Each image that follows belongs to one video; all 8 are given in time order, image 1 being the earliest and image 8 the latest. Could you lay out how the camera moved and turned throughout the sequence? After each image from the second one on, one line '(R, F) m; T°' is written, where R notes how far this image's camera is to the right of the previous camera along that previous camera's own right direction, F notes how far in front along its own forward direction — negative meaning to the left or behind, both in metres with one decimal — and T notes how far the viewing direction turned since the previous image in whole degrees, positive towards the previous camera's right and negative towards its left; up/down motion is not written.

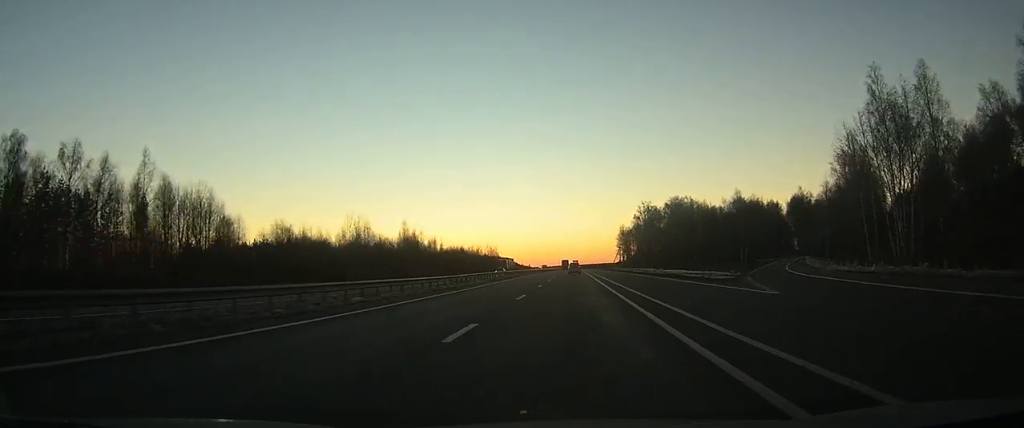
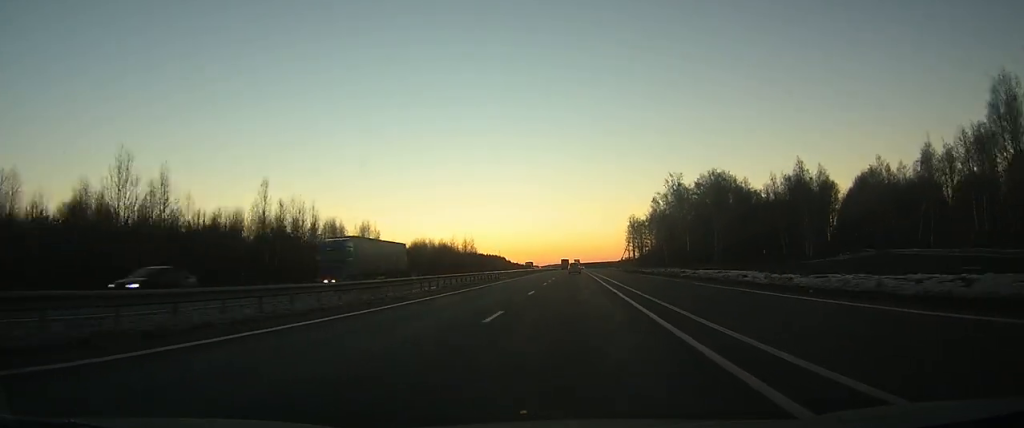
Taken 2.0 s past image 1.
(-0.1, +60.9) m; 0°
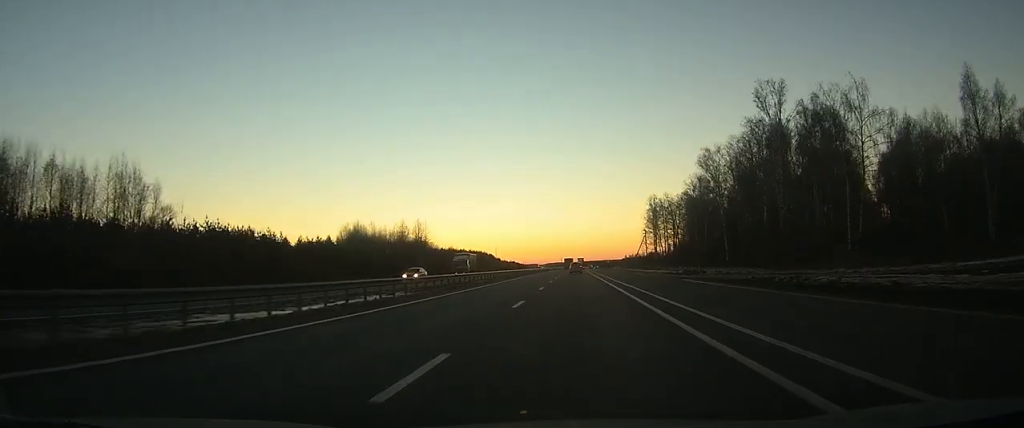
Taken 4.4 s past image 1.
(+0.1, +68.5) m; 0°
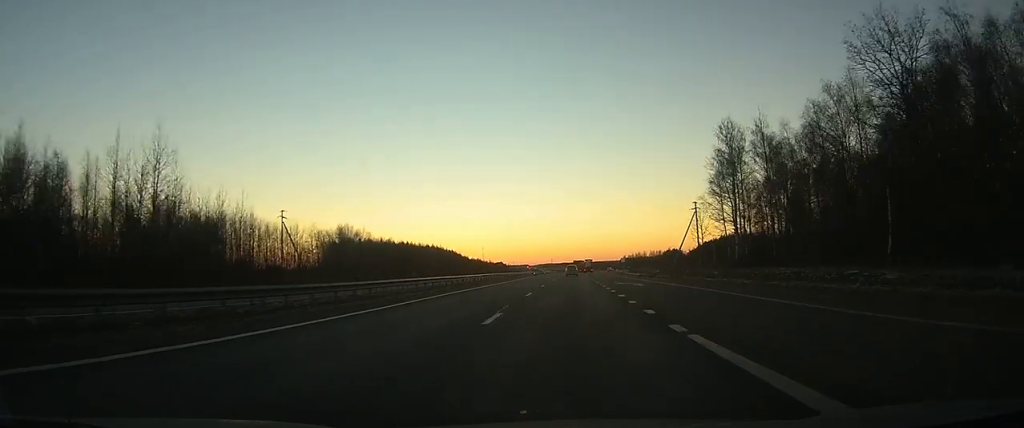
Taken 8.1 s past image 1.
(+0.6, +104.6) m; +1°
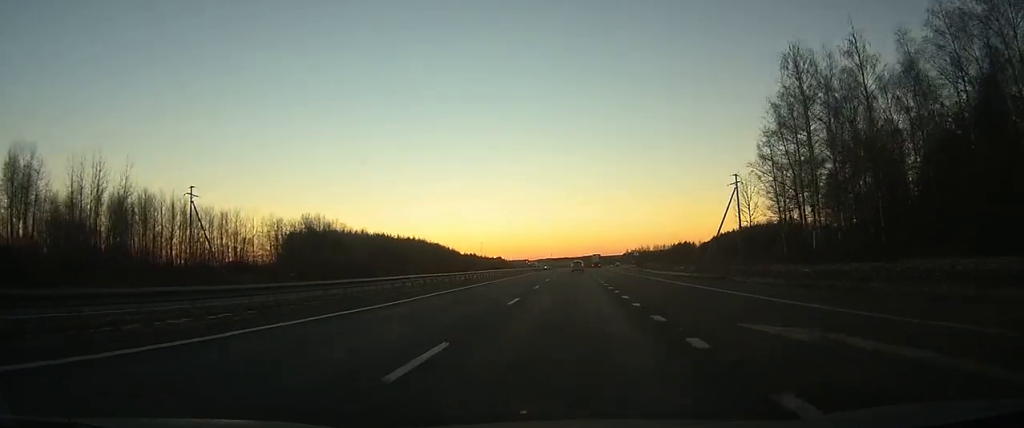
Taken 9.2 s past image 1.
(+0.1, +30.9) m; 0°
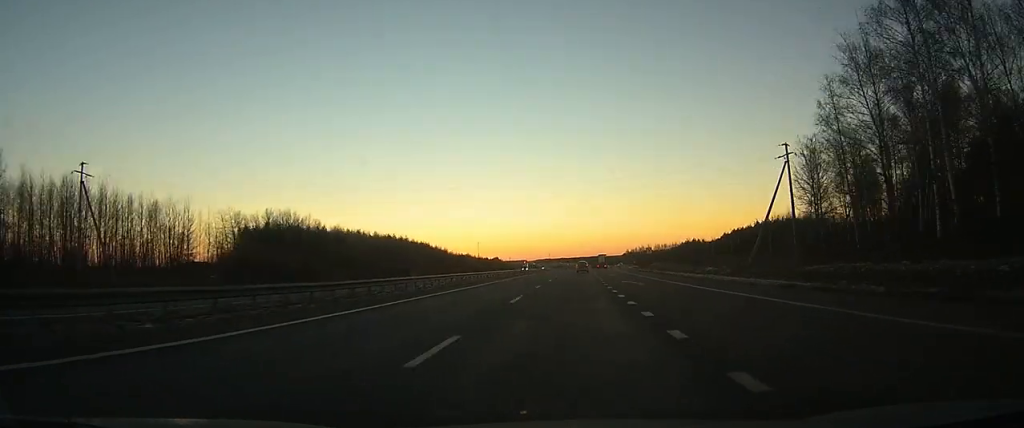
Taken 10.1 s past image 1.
(+0.1, +22.4) m; 0°
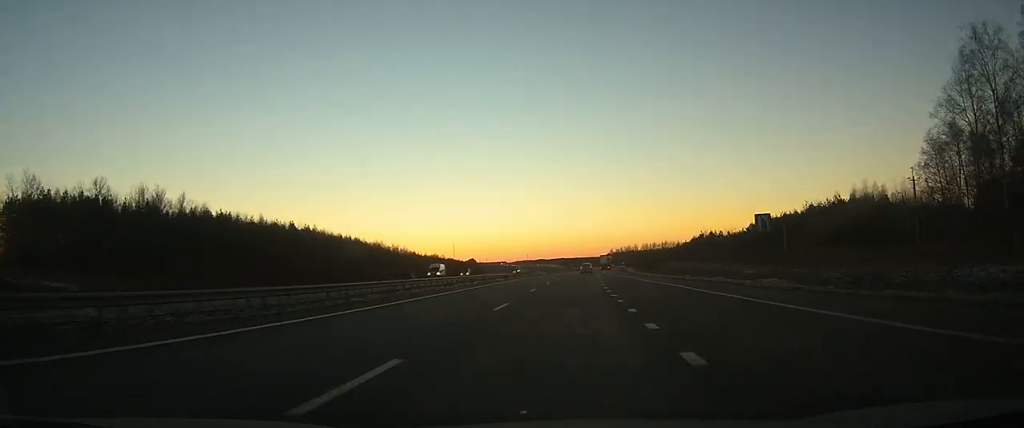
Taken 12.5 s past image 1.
(+0.7, +58.2) m; +2°
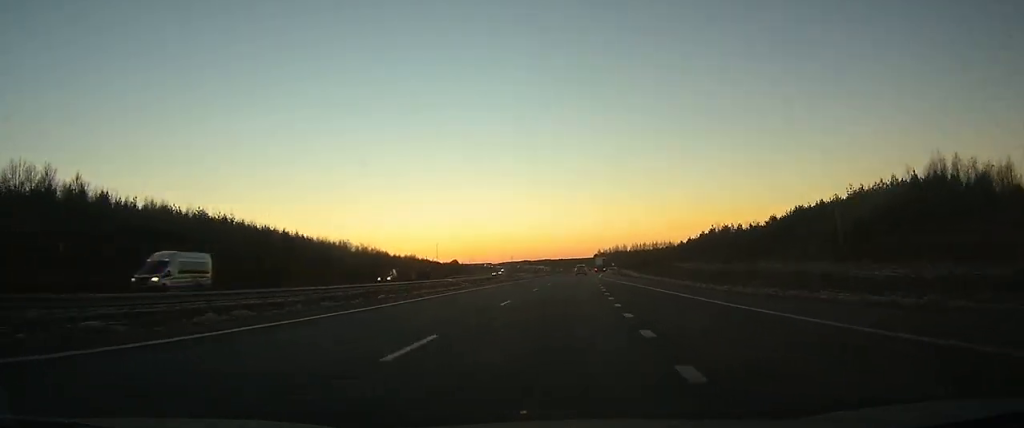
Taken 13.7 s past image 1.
(+0.3, +28.1) m; +1°
